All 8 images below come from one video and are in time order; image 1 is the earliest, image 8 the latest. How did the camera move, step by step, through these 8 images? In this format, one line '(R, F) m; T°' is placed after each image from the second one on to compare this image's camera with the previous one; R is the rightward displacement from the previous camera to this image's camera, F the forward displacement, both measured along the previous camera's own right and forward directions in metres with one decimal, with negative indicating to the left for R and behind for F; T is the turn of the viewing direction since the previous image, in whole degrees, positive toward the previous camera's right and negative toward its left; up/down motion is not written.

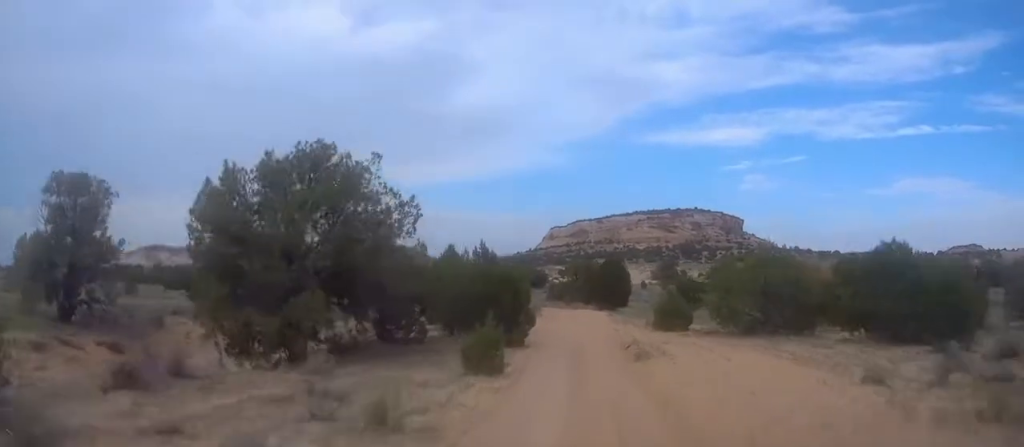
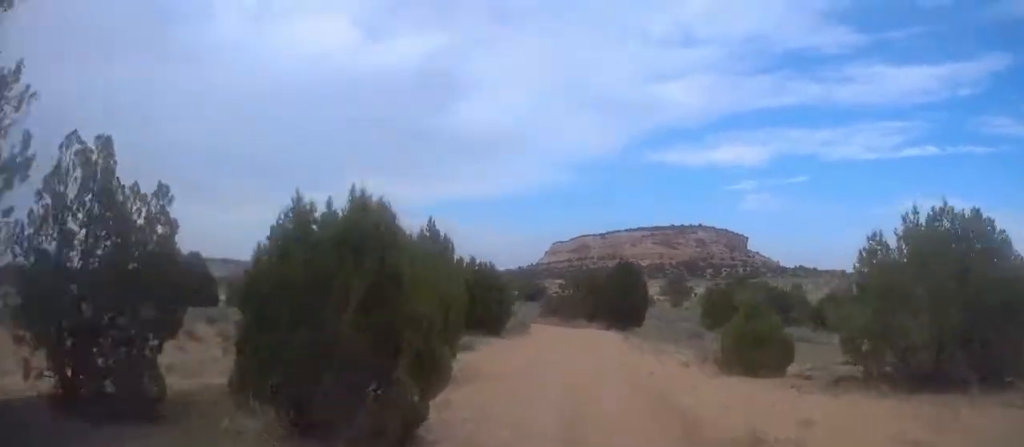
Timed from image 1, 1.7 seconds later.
(-0.1, +14.2) m; 0°
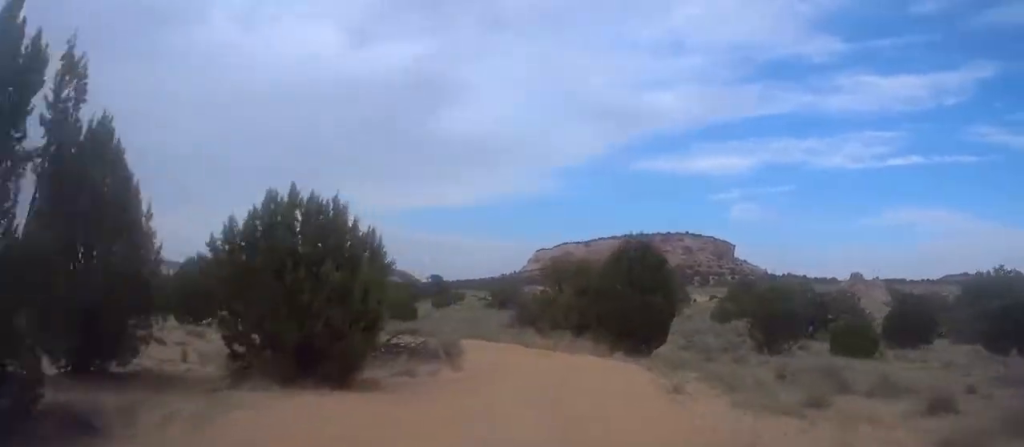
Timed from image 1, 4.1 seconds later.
(0.0, +20.0) m; -1°
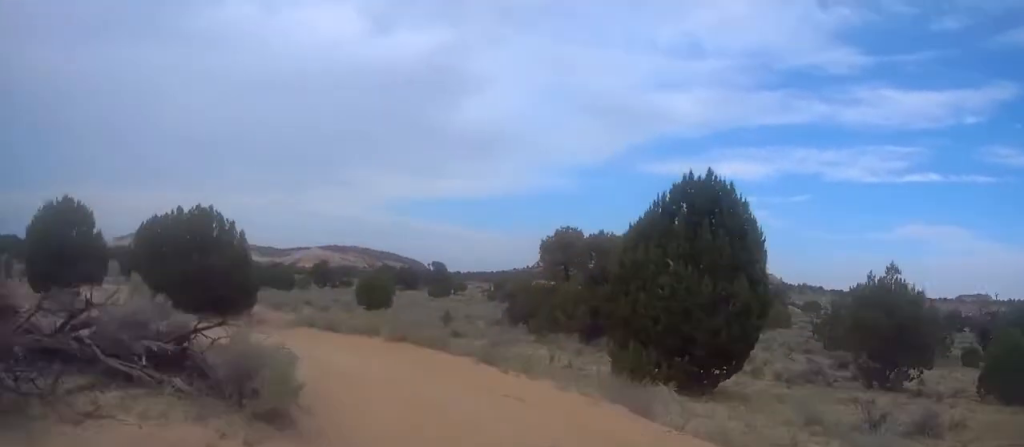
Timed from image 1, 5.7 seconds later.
(-0.3, +13.7) m; -6°
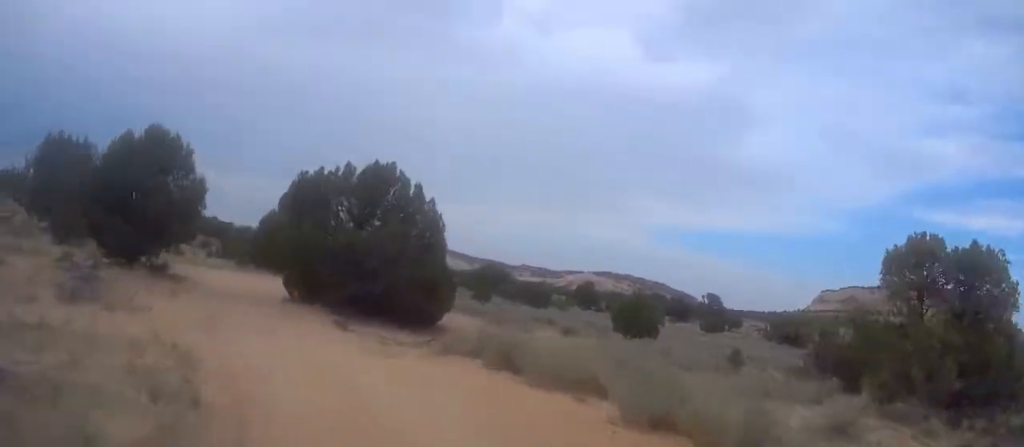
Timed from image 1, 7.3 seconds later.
(-1.0, +13.2) m; -12°
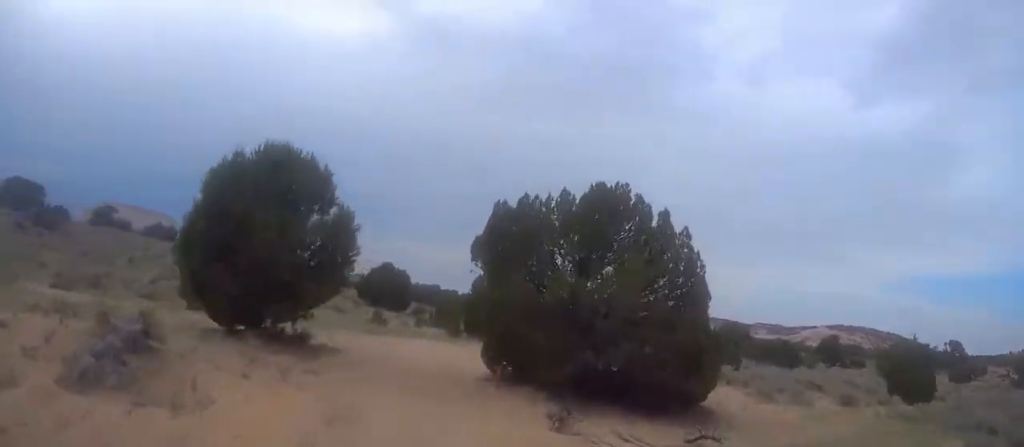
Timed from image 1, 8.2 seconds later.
(+0.3, +7.7) m; -9°
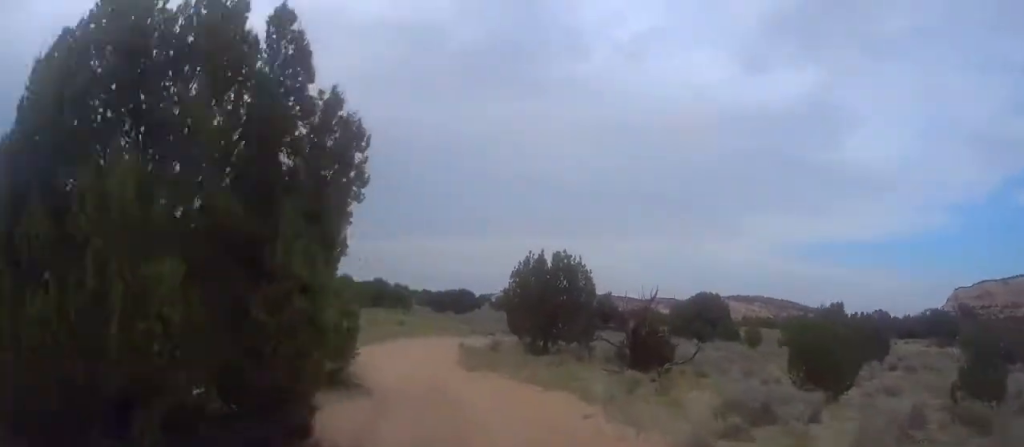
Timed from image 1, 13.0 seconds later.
(-12.5, +37.2) m; -23°
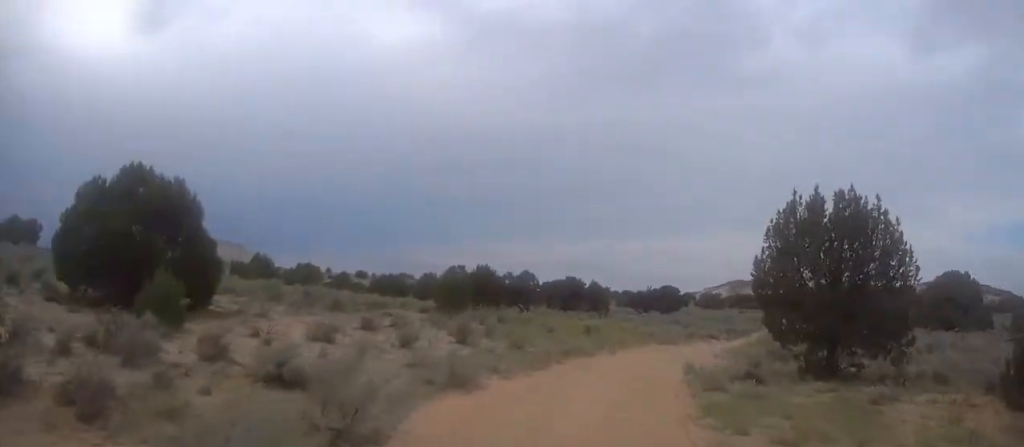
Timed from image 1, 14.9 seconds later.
(0.0, +16.1) m; +2°
